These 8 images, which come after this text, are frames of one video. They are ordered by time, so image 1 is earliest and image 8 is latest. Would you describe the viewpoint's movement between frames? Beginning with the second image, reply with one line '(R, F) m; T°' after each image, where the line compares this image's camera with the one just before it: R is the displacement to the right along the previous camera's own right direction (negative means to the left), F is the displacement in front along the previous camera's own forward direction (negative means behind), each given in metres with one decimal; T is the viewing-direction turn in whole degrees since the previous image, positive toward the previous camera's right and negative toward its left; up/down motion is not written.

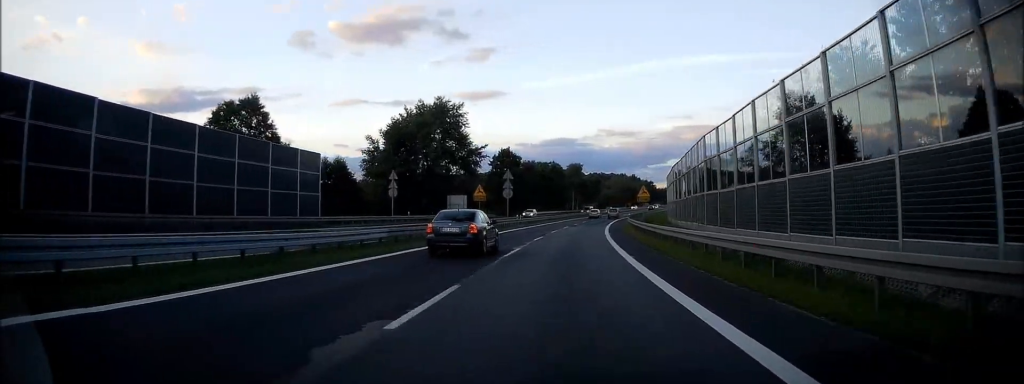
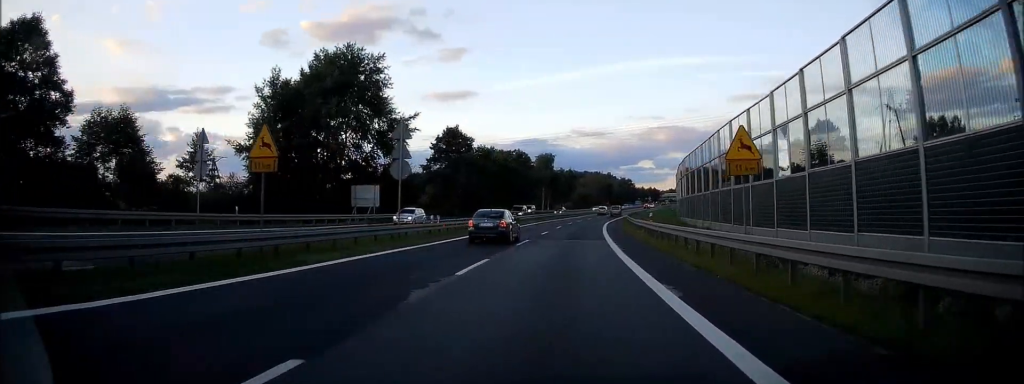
(+0.9, +29.7) m; +3°
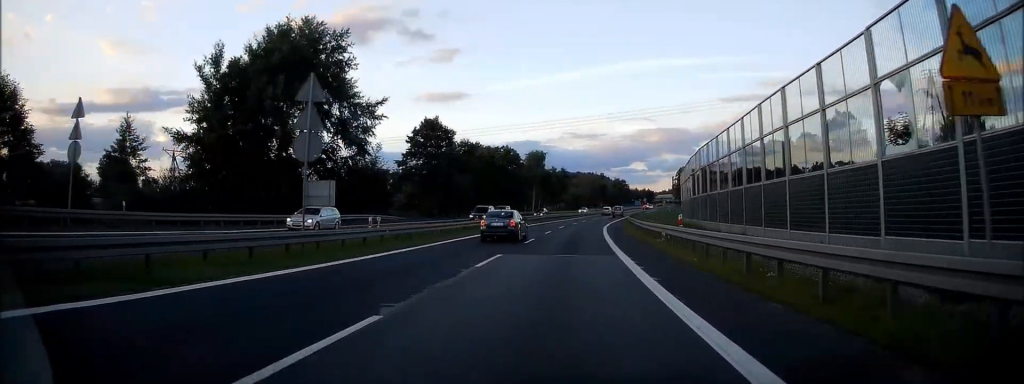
(0.0, +9.4) m; +1°
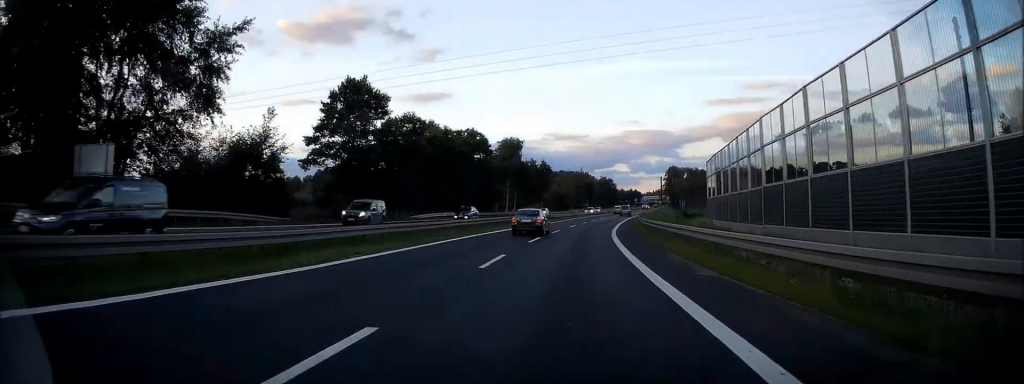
(+0.4, +24.1) m; +2°
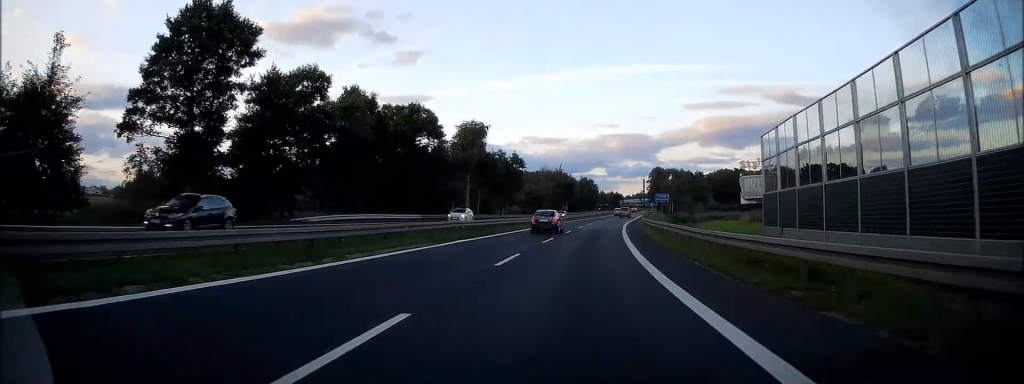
(+0.4, +21.7) m; +2°
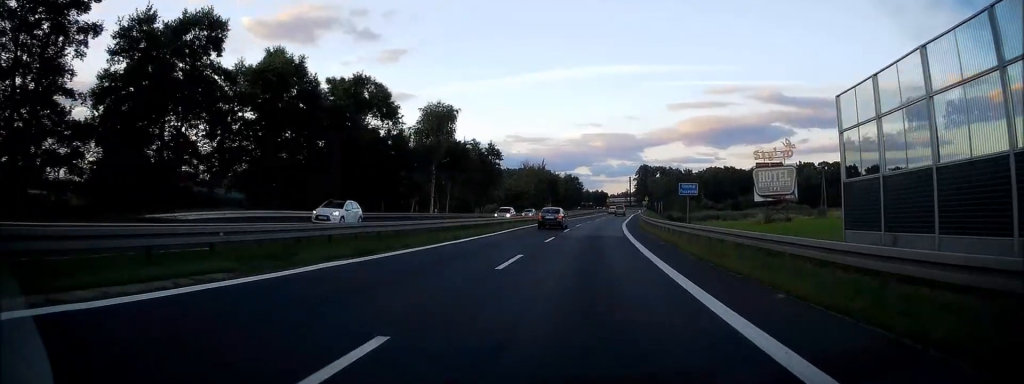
(+0.2, +13.1) m; +1°
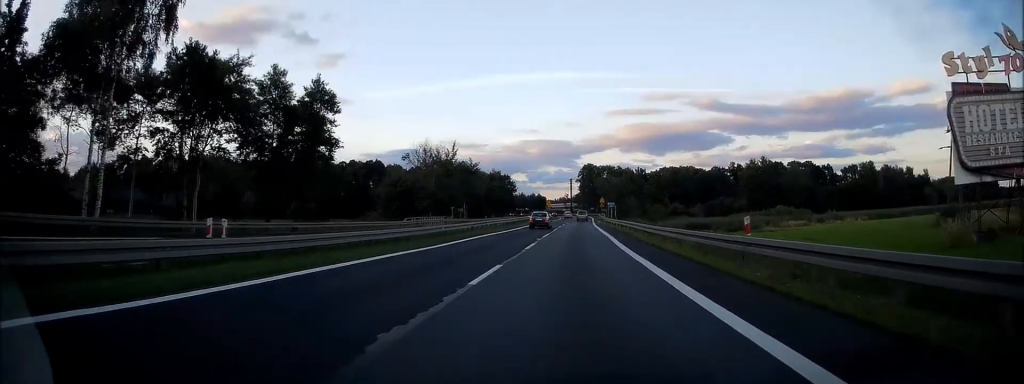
(+2.2, +49.2) m; +5°
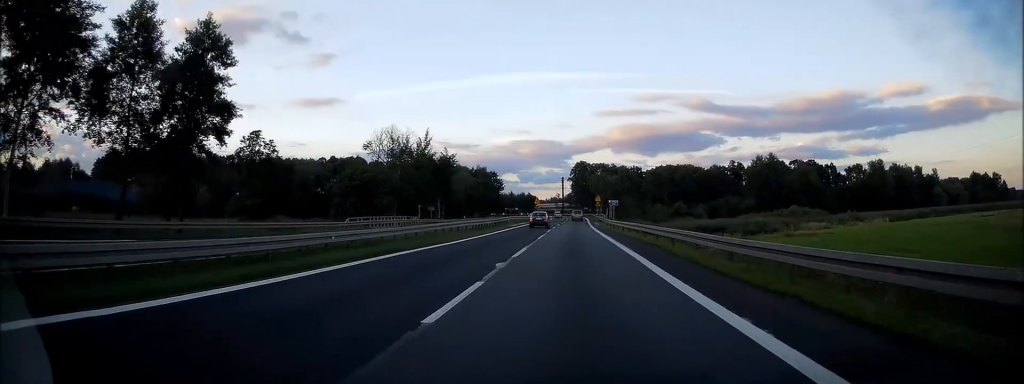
(+0.1, +15.4) m; +1°
